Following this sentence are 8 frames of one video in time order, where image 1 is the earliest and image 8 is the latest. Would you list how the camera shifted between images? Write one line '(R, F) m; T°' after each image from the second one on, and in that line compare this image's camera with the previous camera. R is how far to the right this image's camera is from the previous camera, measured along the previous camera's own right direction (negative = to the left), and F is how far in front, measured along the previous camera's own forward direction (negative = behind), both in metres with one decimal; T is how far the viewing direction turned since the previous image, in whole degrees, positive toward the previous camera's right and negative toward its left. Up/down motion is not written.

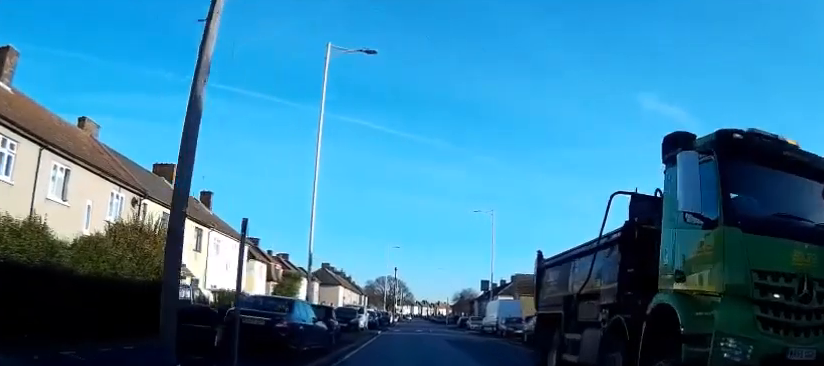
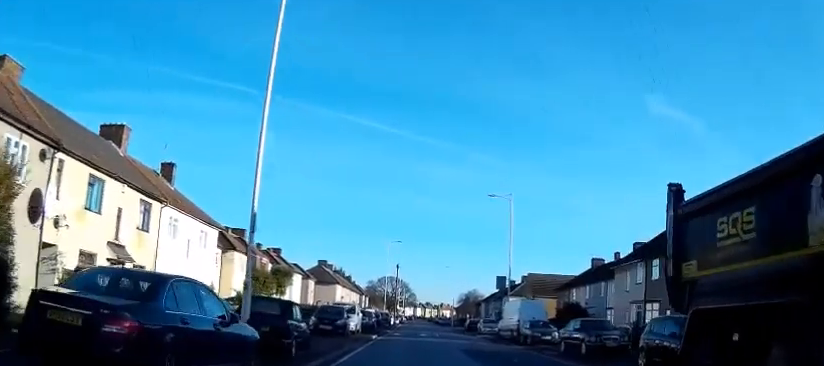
(0.0, +8.2) m; 0°
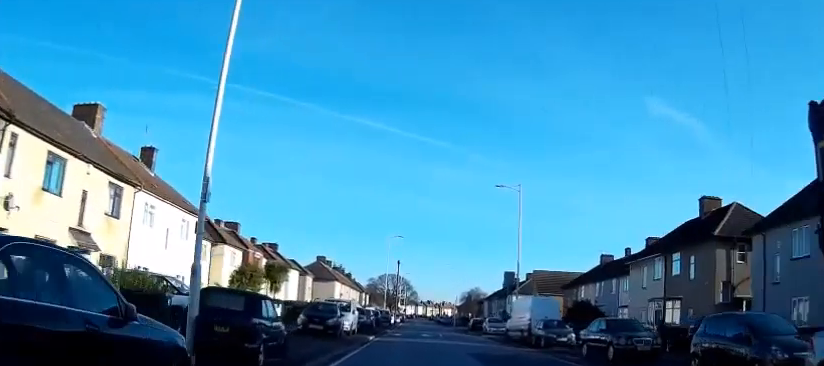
(0.0, +3.2) m; 0°
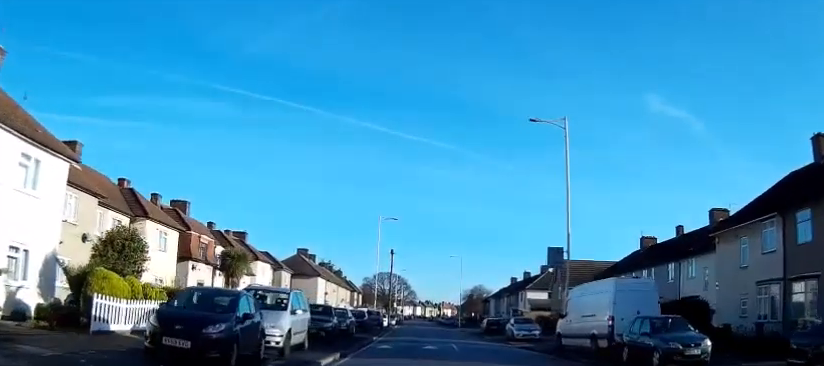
(0.0, +14.7) m; 0°
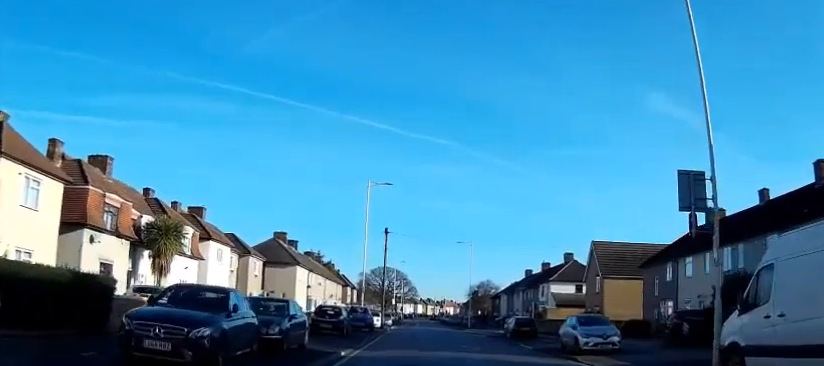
(0.0, +14.2) m; 0°
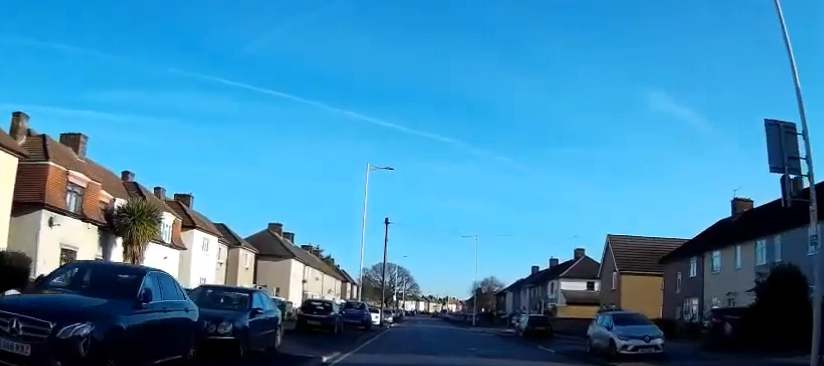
(0.0, +4.0) m; 0°
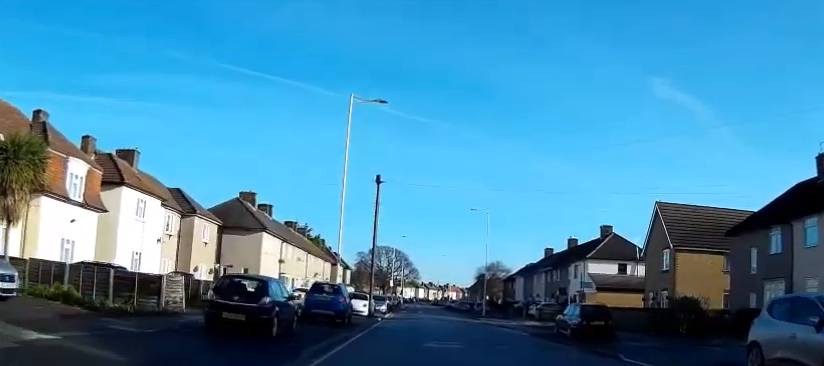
(0.0, +11.3) m; 0°
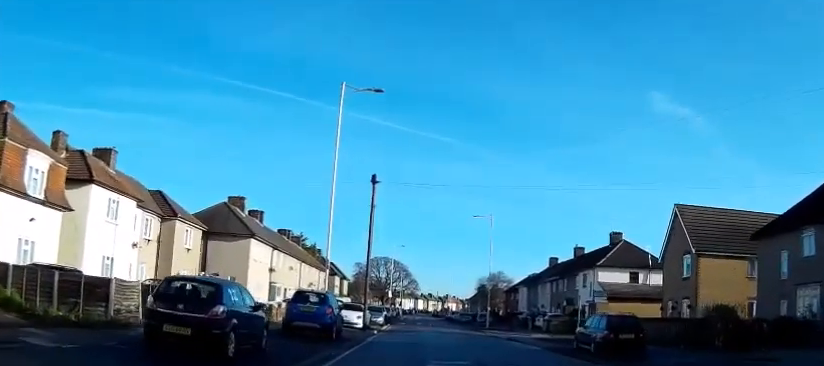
(0.0, +3.6) m; 0°
